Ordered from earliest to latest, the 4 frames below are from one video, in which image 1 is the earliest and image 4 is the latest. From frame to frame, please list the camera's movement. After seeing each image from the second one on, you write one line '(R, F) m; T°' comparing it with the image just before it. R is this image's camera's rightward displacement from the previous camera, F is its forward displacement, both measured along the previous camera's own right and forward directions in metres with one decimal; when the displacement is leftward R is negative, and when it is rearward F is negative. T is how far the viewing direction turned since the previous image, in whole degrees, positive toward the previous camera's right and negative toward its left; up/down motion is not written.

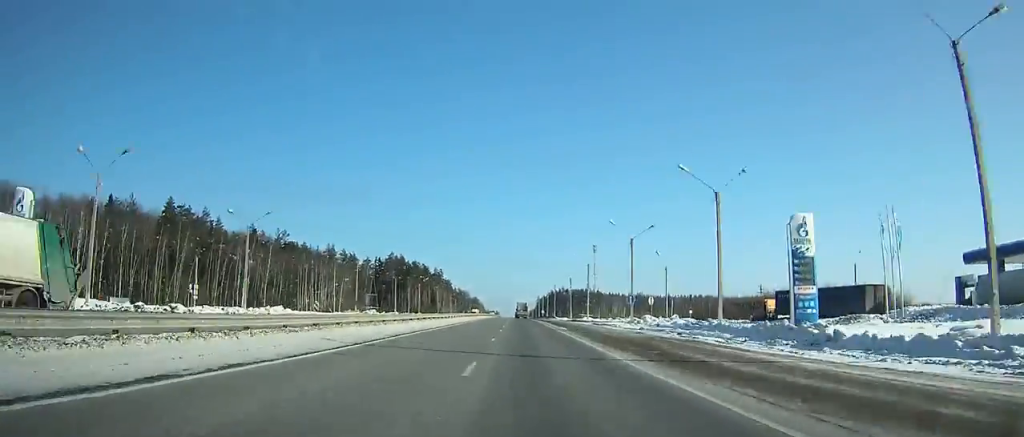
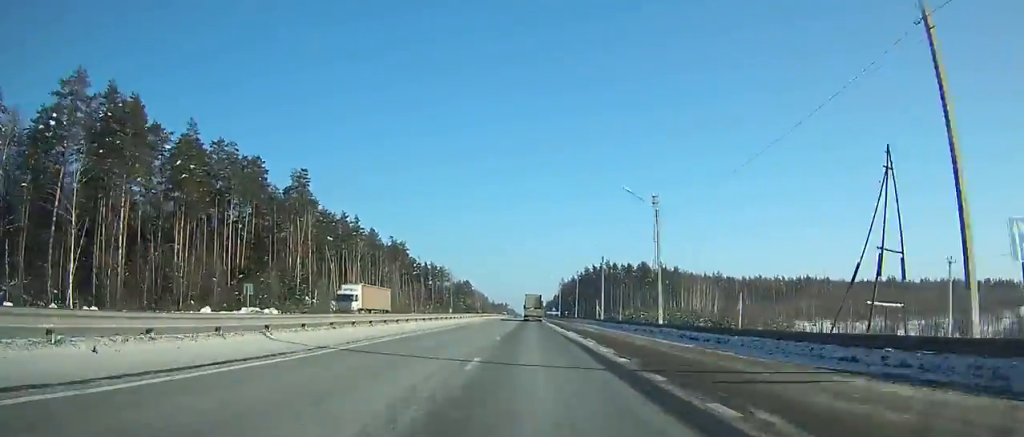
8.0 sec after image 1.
(-1.0, +218.6) m; 0°
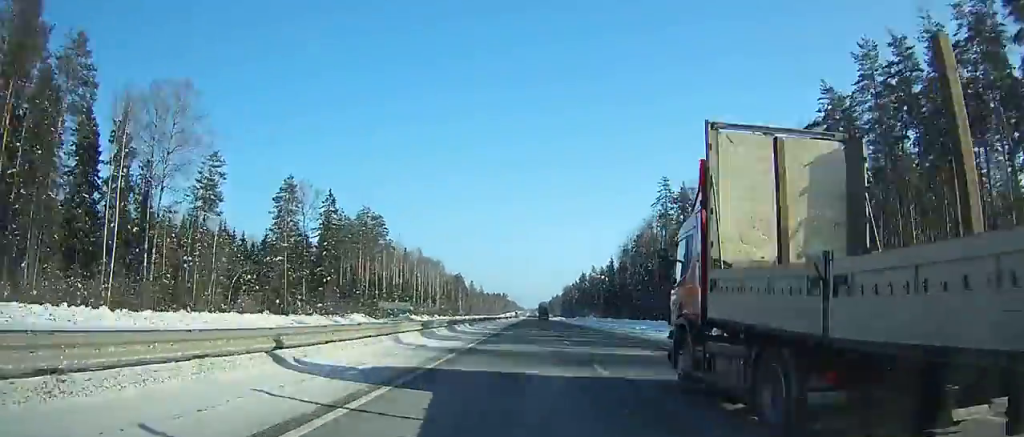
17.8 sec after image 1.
(-1.8, +273.1) m; 0°
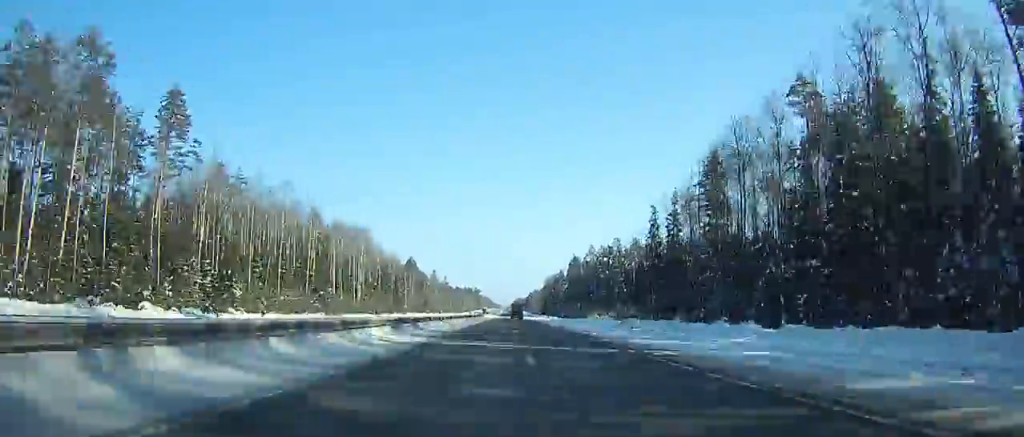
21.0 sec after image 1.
(+1.0, +87.5) m; +1°
